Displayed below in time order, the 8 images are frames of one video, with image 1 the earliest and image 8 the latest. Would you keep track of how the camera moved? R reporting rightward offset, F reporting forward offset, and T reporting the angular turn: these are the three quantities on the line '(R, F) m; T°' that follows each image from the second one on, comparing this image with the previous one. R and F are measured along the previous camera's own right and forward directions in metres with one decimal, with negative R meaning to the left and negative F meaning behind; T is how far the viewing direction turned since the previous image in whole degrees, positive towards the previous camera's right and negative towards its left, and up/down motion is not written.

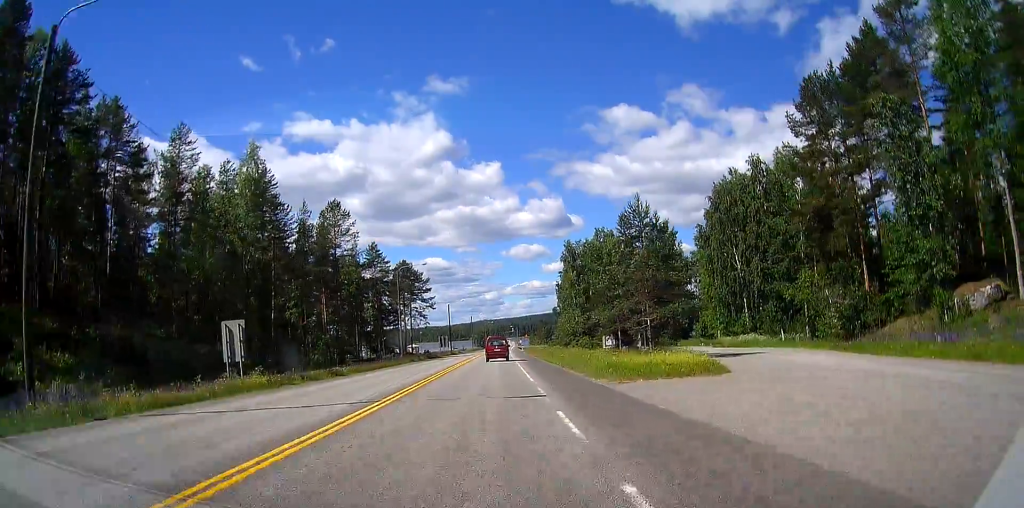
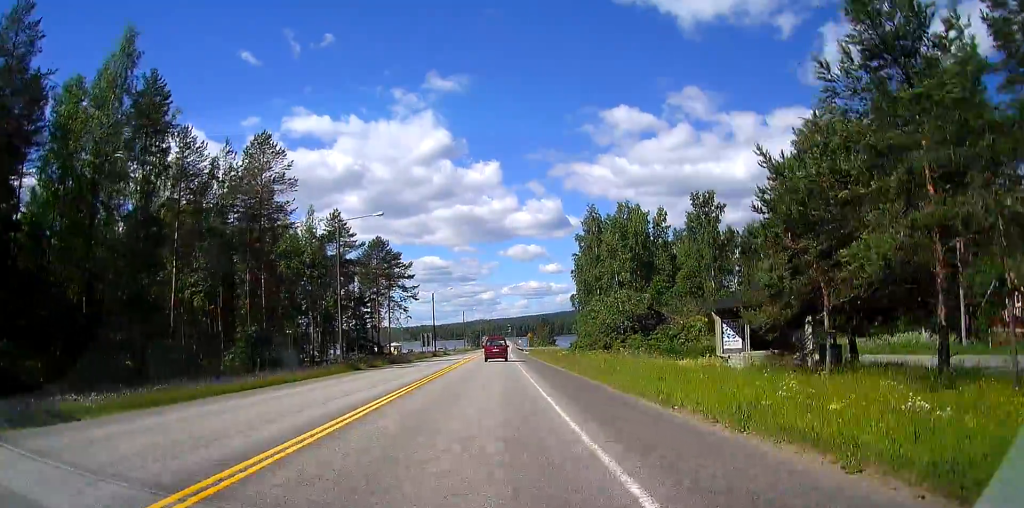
(0.0, +25.1) m; 0°
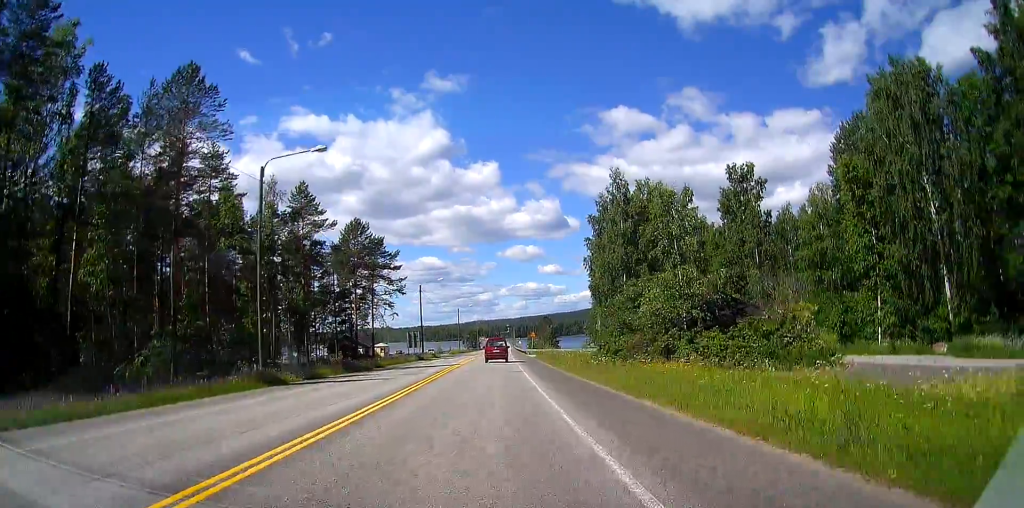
(0.0, +14.7) m; 0°
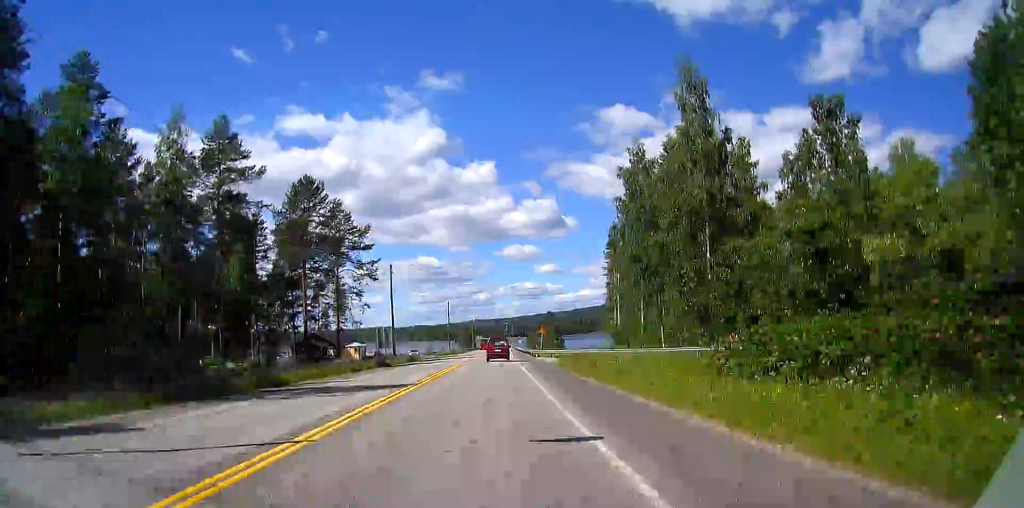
(0.0, +21.7) m; 0°
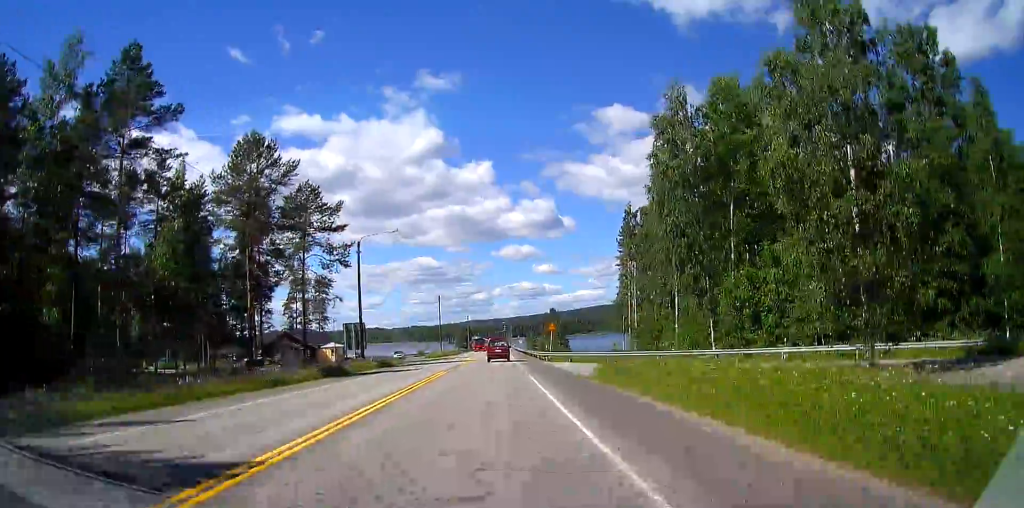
(0.0, +13.8) m; +1°
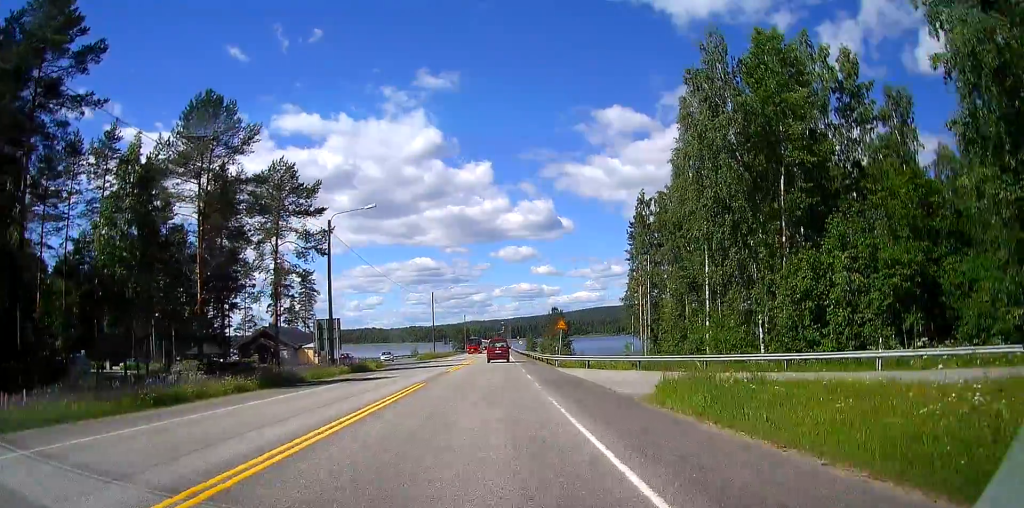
(+0.1, +8.4) m; 0°
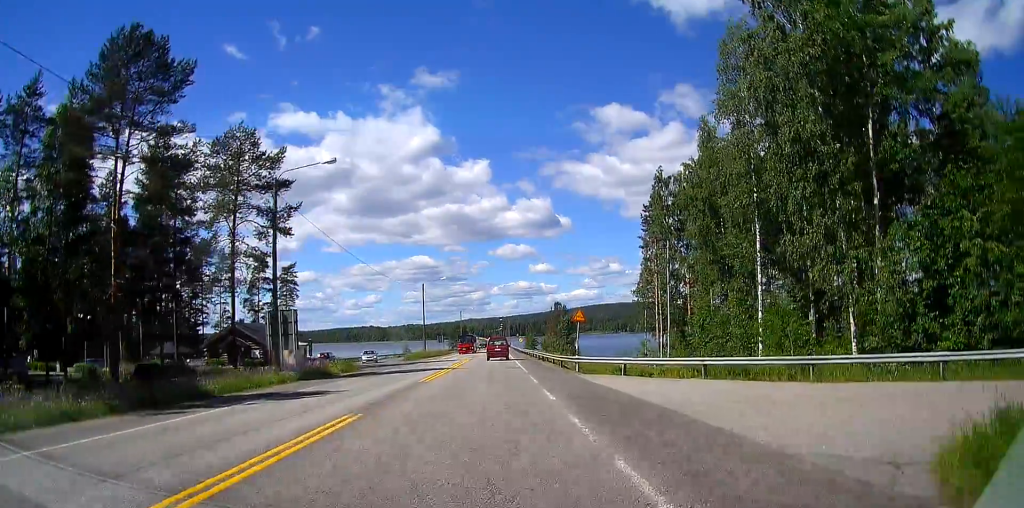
(+0.2, +9.8) m; 0°
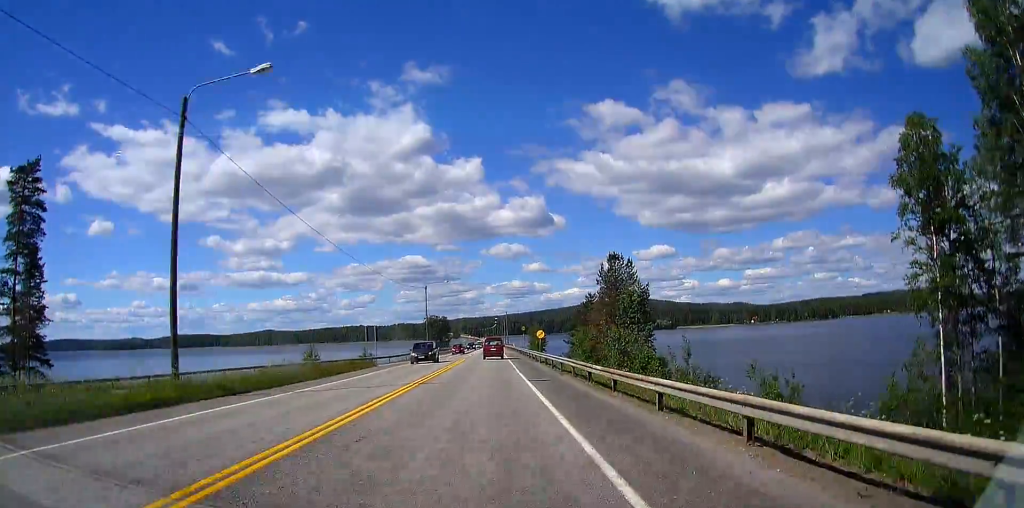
(+0.6, +63.6) m; +1°
